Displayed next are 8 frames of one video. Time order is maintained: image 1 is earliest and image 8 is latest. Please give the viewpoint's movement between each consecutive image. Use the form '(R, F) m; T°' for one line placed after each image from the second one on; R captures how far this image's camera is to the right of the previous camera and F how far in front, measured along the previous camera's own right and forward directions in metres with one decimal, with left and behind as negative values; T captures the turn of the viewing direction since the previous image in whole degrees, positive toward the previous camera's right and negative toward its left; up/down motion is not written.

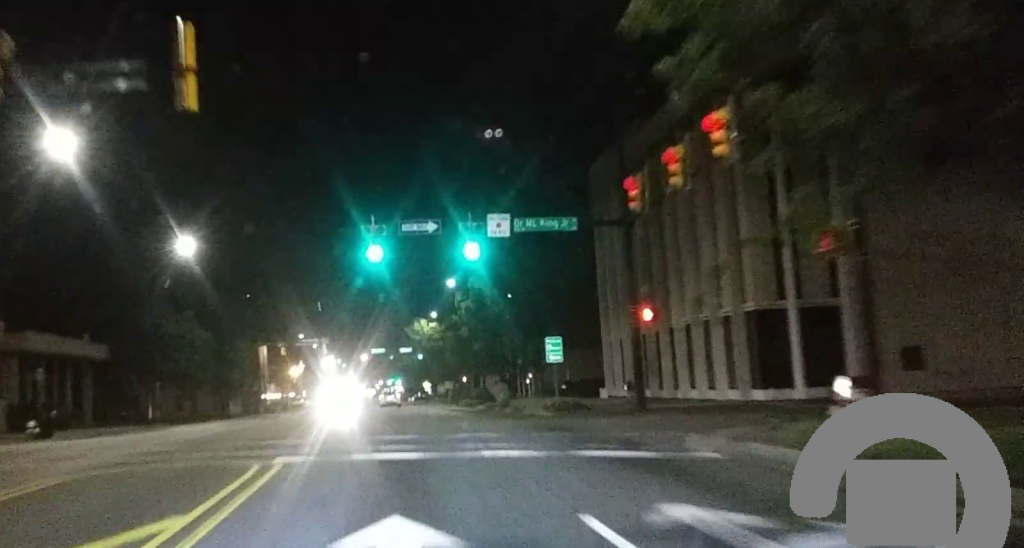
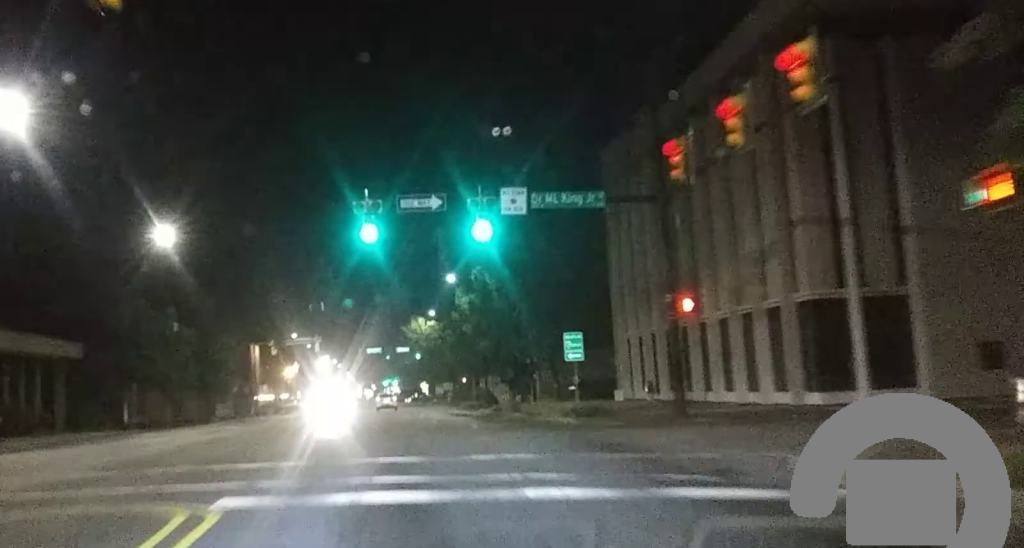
(+0.1, +7.3) m; 0°
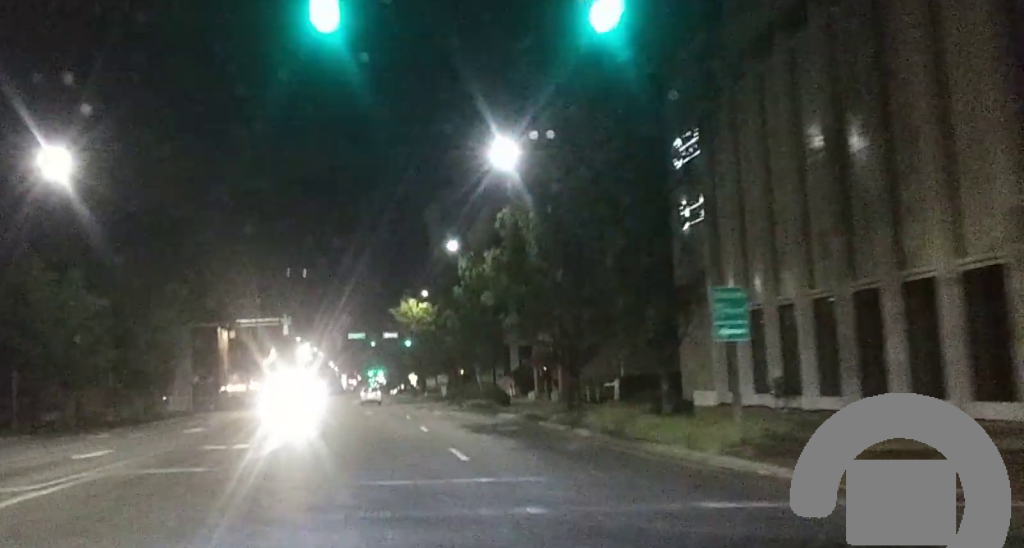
(-0.1, +16.4) m; -1°
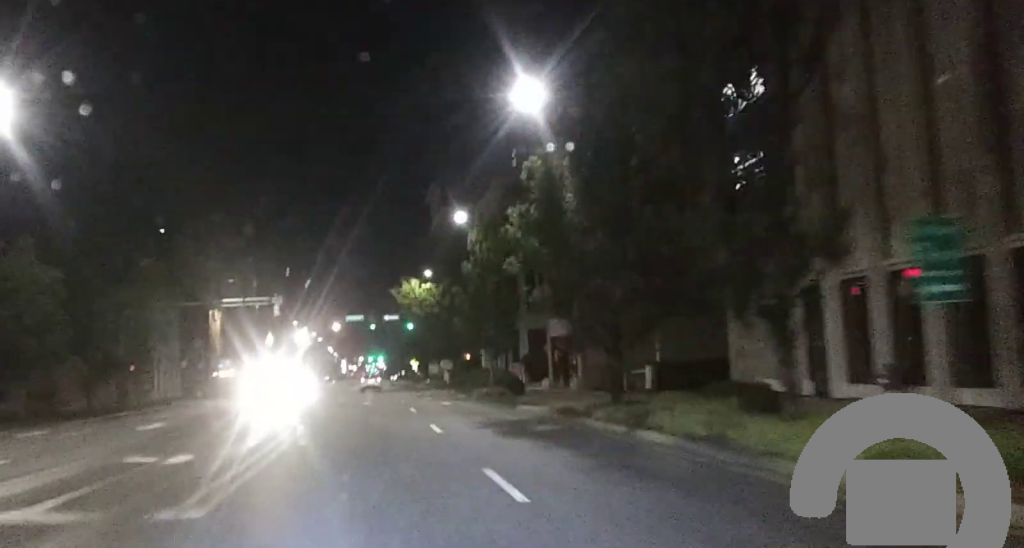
(-0.2, +6.5) m; 0°
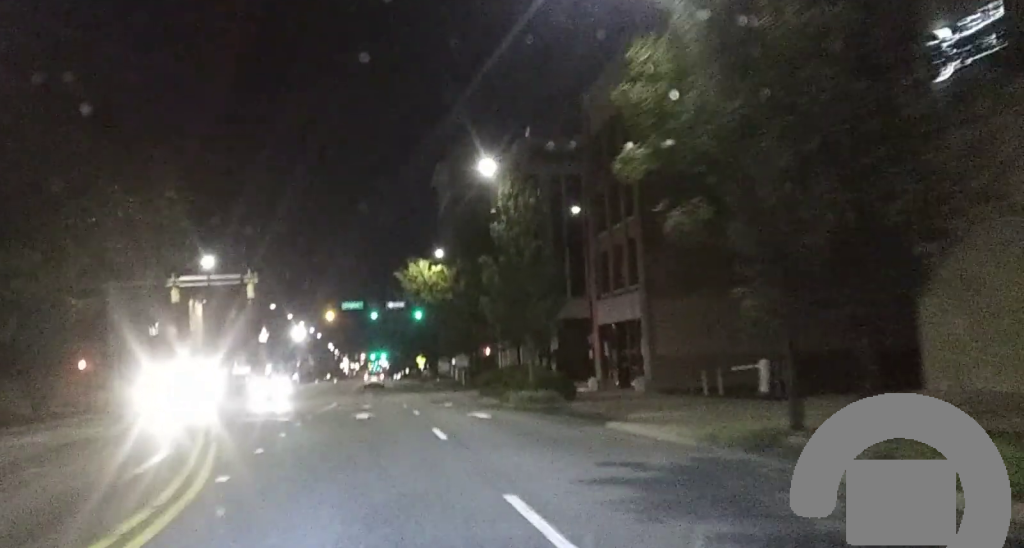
(0.0, +14.6) m; +1°
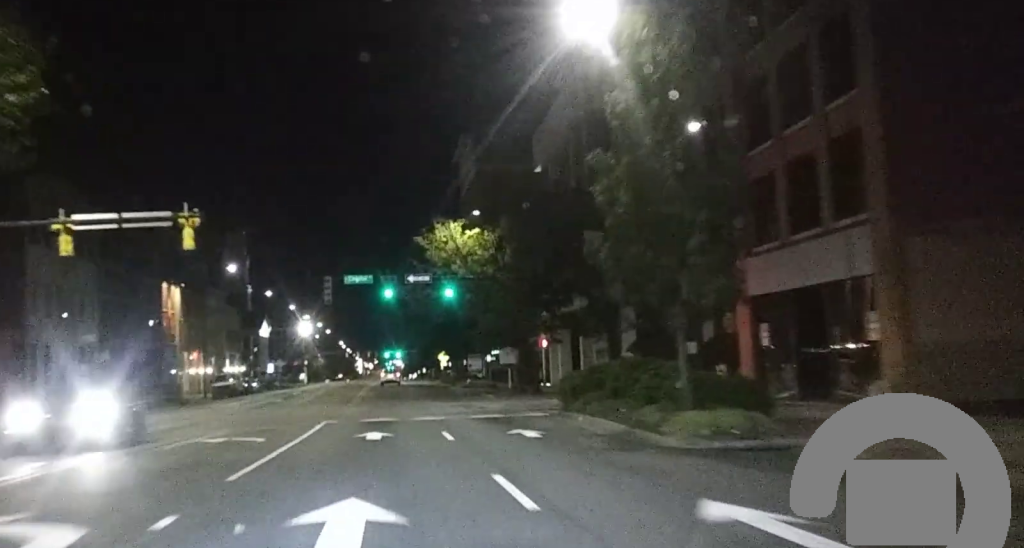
(+0.2, +20.3) m; 0°
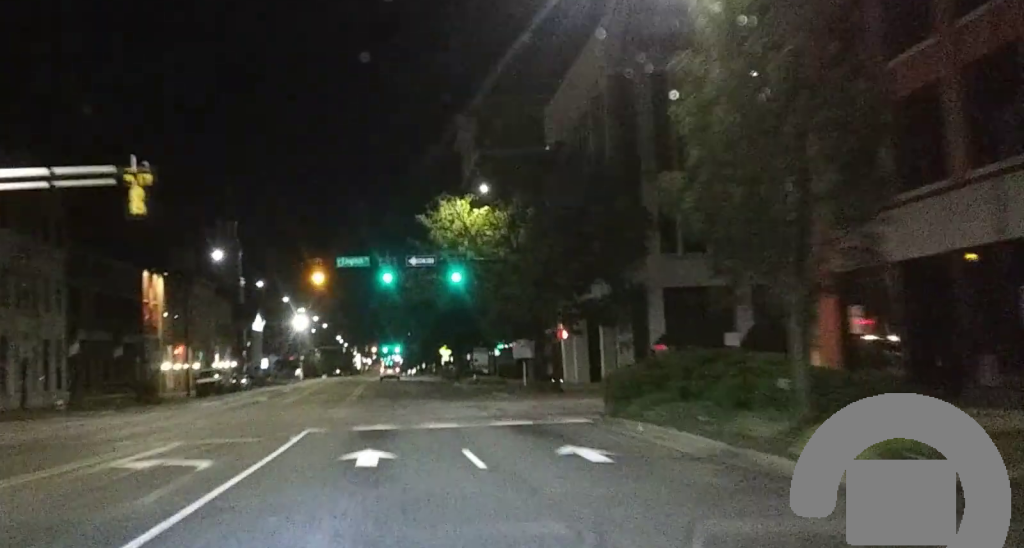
(-0.1, +6.9) m; 0°
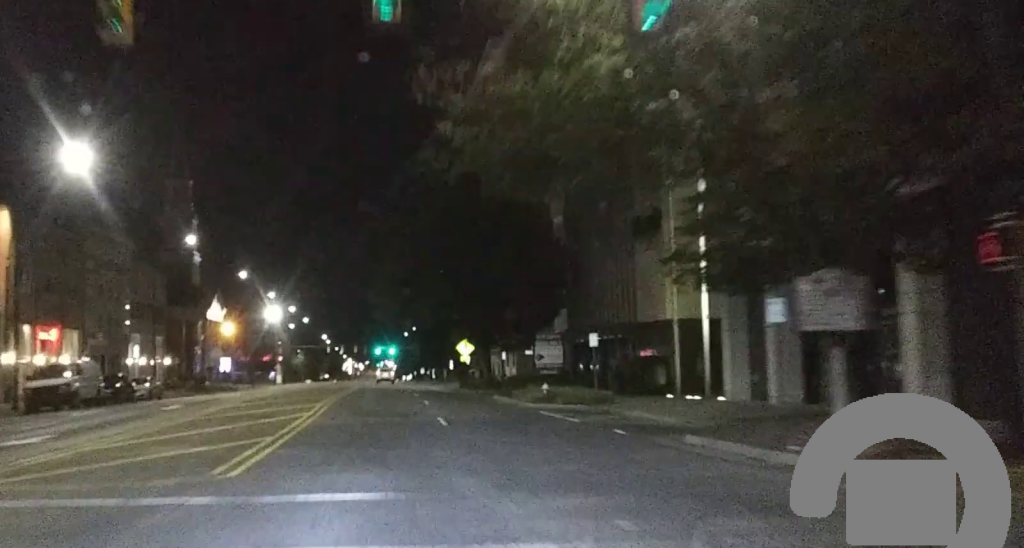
(+0.1, +40.4) m; 0°
